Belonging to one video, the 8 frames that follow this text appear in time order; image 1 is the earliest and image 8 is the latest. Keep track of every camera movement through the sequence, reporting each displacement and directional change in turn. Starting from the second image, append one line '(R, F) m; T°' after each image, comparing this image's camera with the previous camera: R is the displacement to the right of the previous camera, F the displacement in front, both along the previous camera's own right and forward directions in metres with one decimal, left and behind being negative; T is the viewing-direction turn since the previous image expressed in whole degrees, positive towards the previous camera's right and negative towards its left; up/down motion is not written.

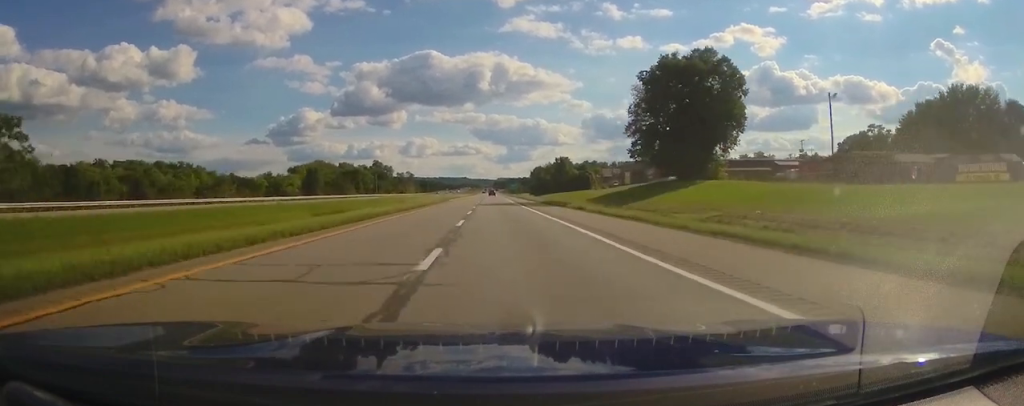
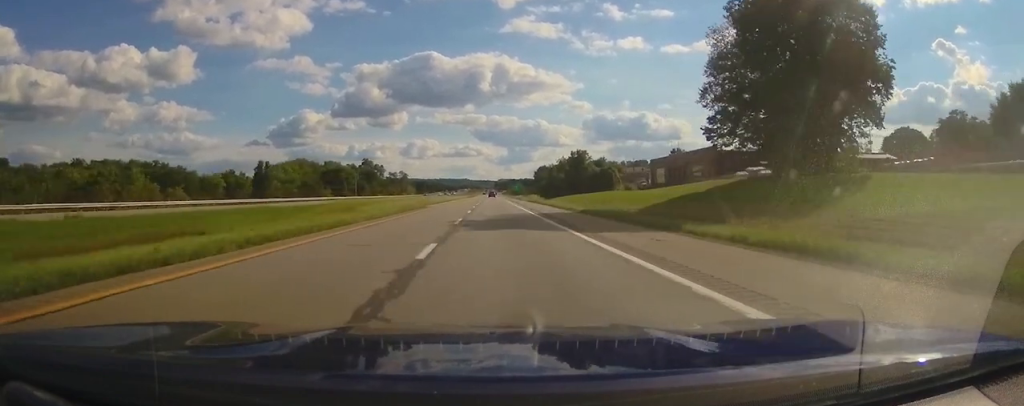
(0.0, +30.5) m; 0°
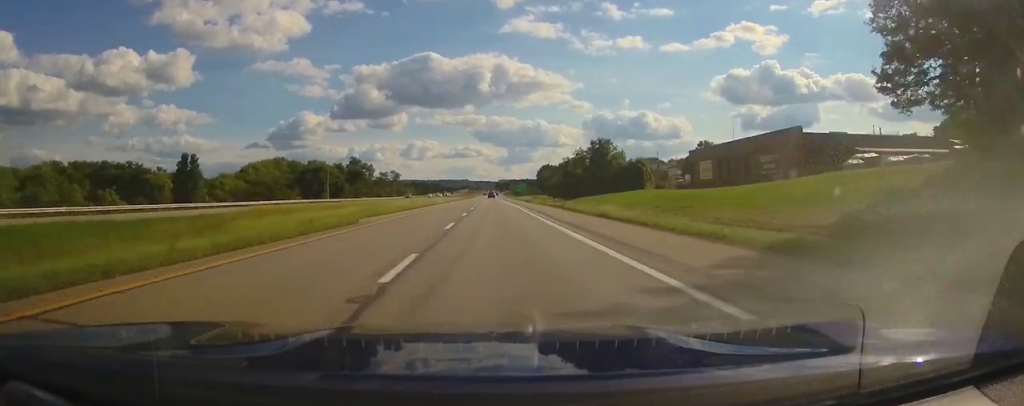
(-0.1, +27.5) m; 0°
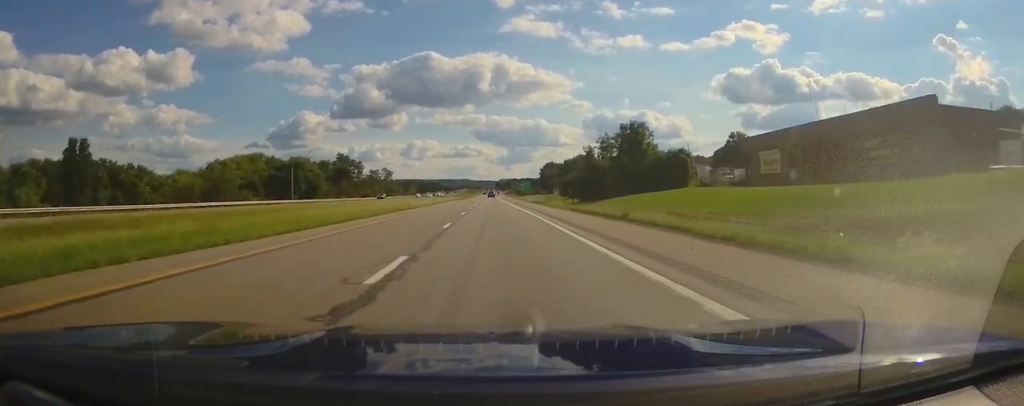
(-0.1, +24.4) m; 0°
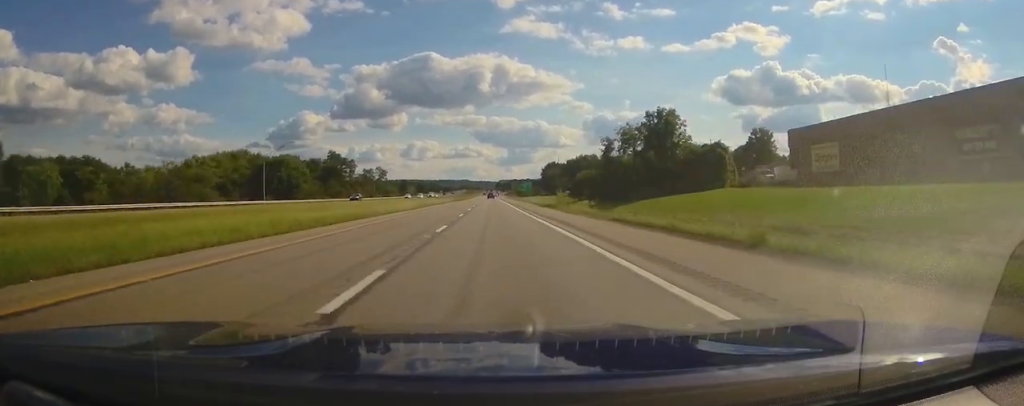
(0.0, +13.8) m; 0°
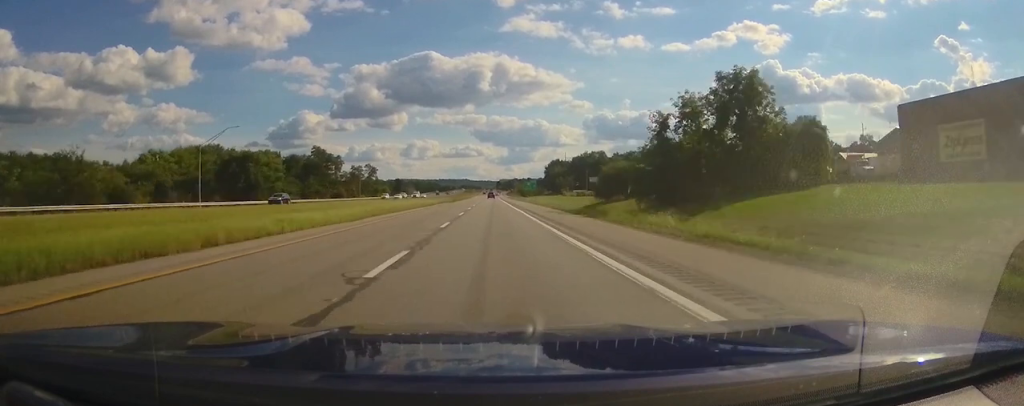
(0.0, +22.5) m; 0°
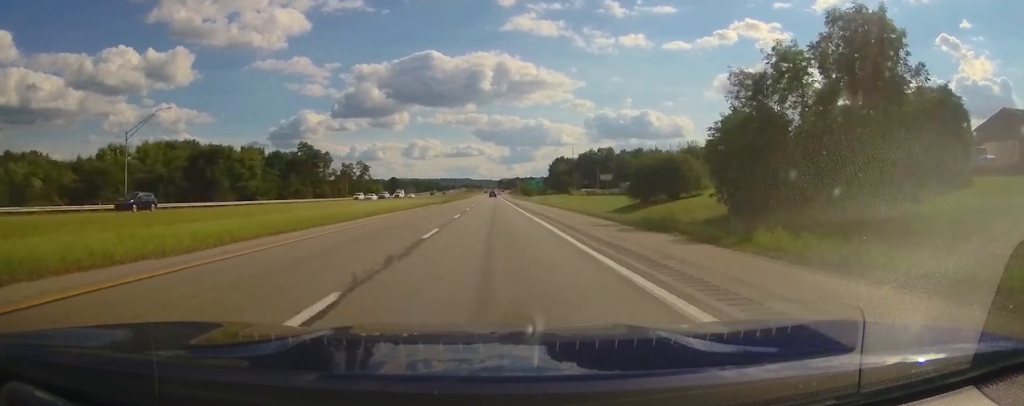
(0.0, +17.2) m; 0°
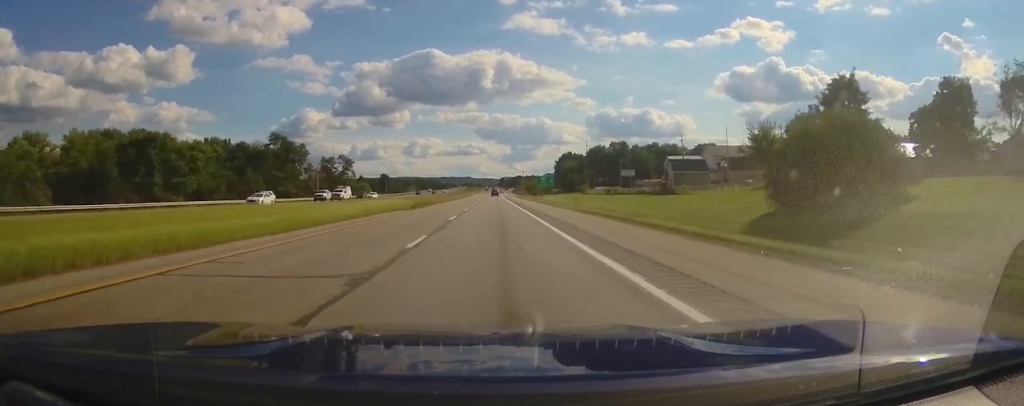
(0.0, +28.3) m; 0°
